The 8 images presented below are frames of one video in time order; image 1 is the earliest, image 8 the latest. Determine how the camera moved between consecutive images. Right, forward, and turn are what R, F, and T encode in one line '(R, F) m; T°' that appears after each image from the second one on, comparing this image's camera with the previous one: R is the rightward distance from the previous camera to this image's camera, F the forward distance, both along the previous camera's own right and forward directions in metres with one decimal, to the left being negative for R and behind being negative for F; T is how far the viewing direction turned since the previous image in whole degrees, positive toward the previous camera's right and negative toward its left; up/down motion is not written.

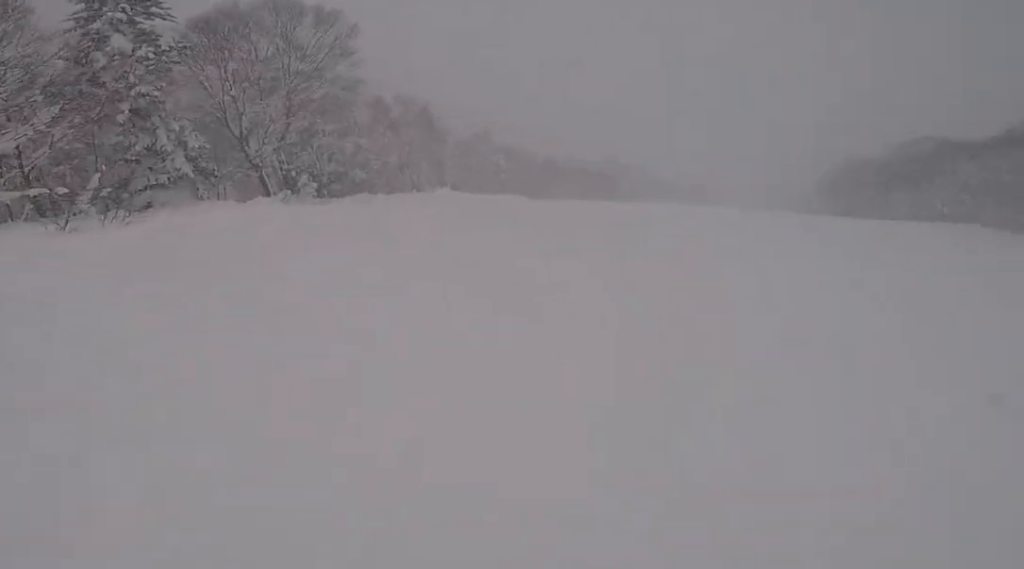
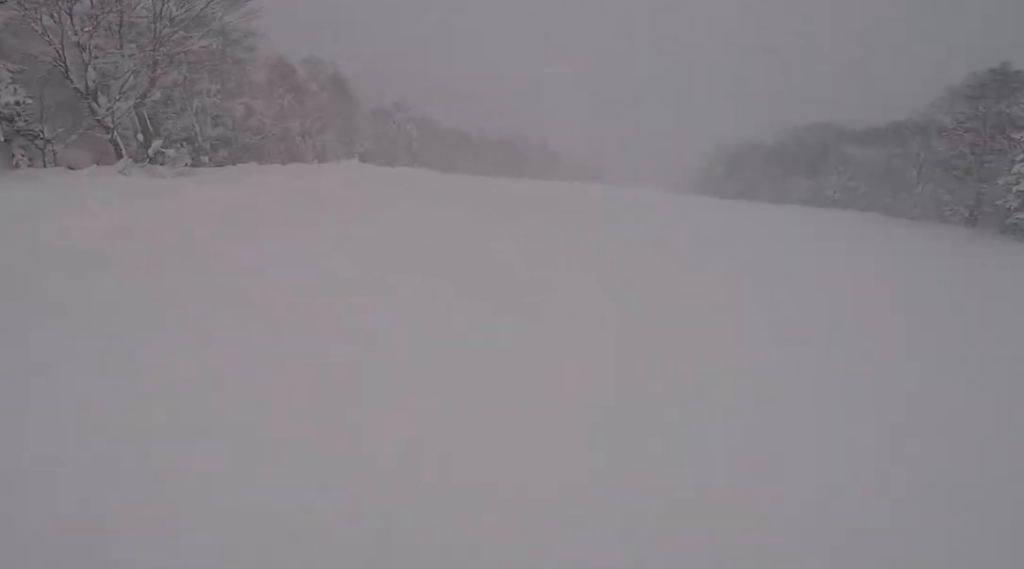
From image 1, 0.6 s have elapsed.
(+0.7, +4.4) m; +13°
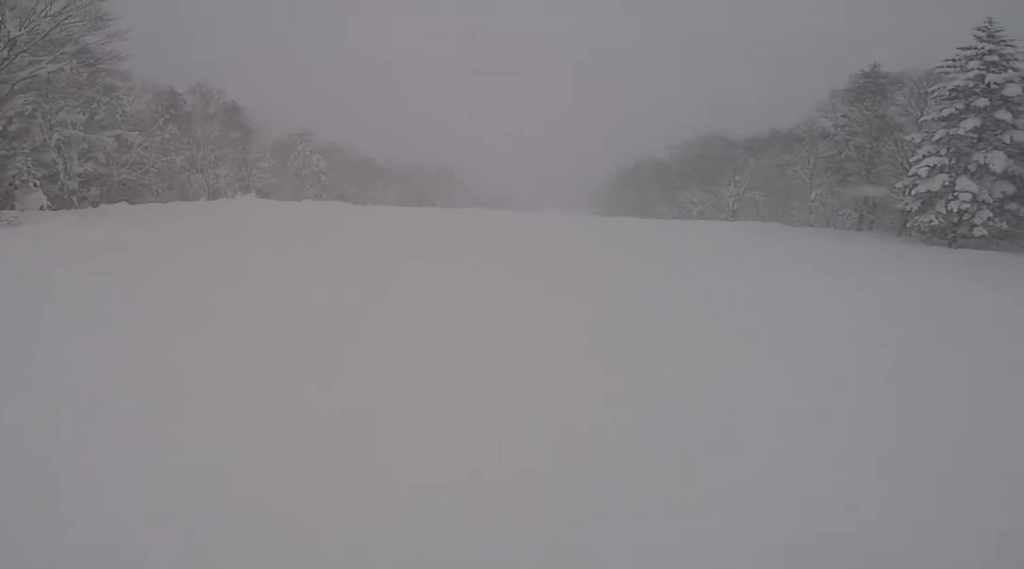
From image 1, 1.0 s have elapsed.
(+0.1, +3.0) m; +9°
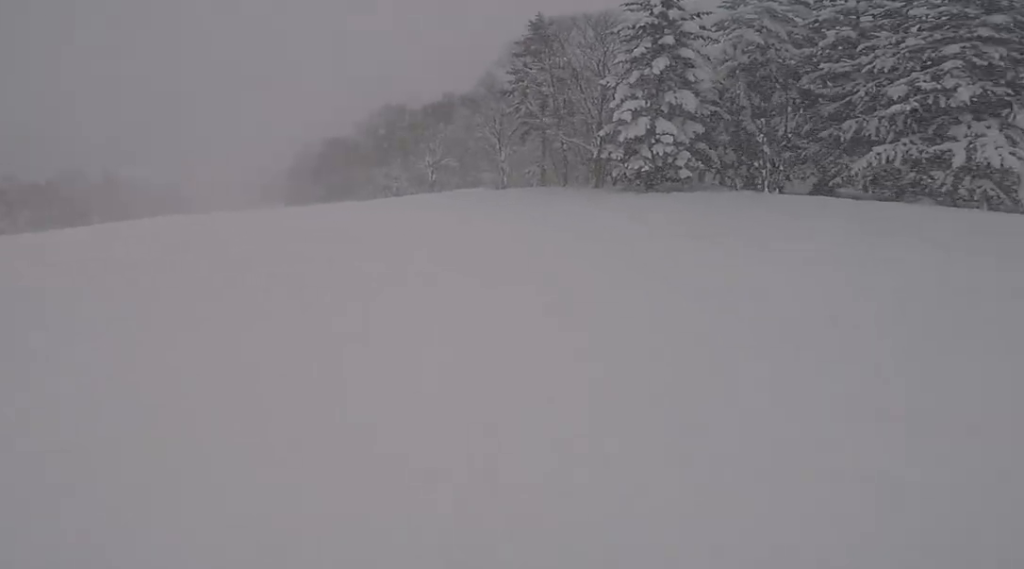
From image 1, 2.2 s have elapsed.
(+2.0, +7.4) m; +25°
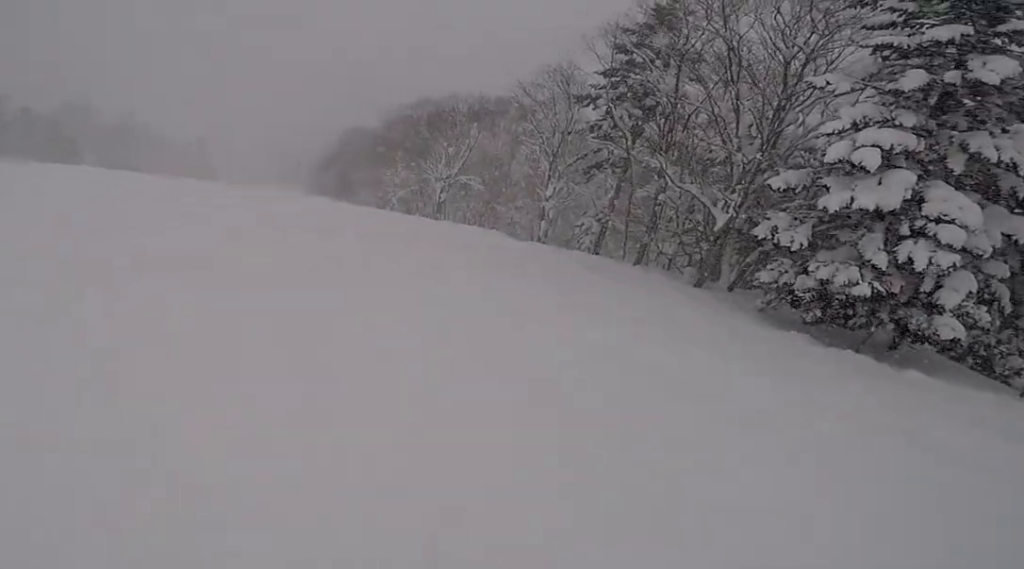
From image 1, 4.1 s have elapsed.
(+0.2, +13.7) m; -11°
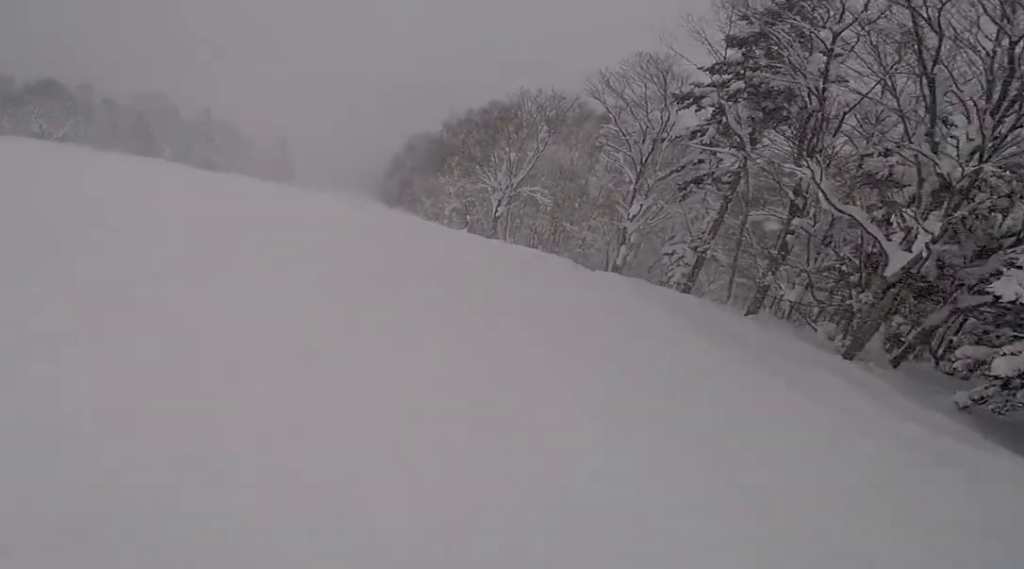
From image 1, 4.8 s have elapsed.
(+0.2, +4.6) m; -10°
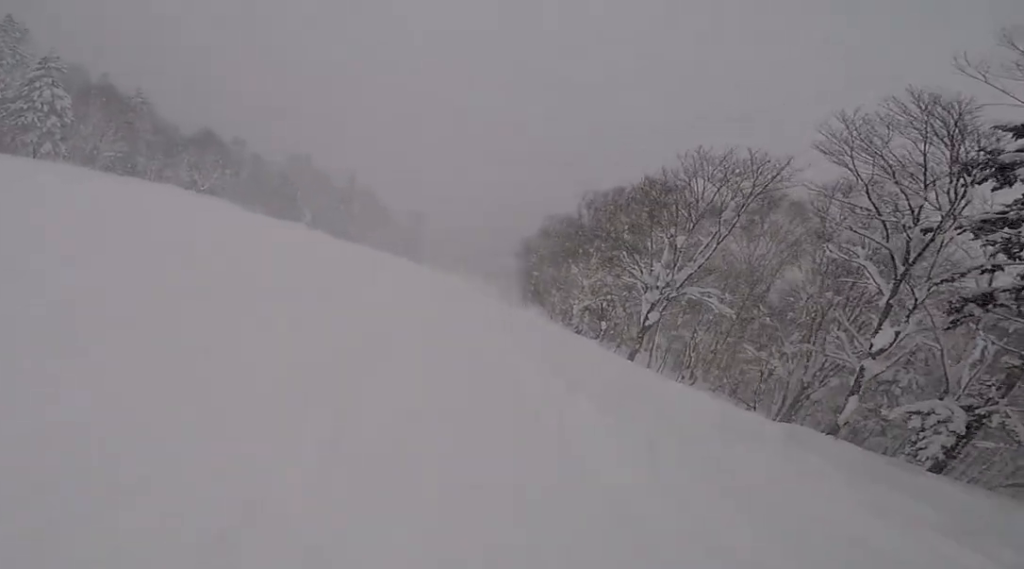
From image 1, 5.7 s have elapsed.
(-1.3, +6.0) m; -18°
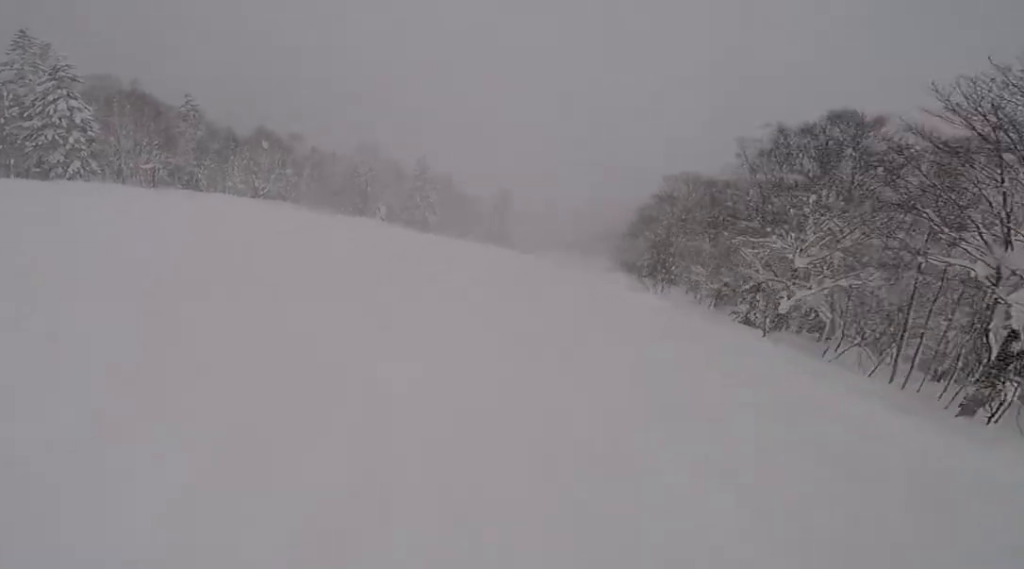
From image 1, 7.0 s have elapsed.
(-1.7, +9.0) m; -12°
